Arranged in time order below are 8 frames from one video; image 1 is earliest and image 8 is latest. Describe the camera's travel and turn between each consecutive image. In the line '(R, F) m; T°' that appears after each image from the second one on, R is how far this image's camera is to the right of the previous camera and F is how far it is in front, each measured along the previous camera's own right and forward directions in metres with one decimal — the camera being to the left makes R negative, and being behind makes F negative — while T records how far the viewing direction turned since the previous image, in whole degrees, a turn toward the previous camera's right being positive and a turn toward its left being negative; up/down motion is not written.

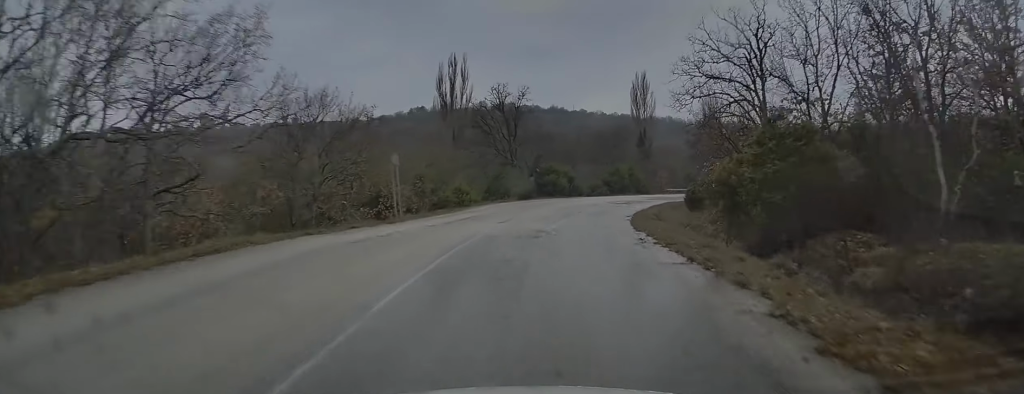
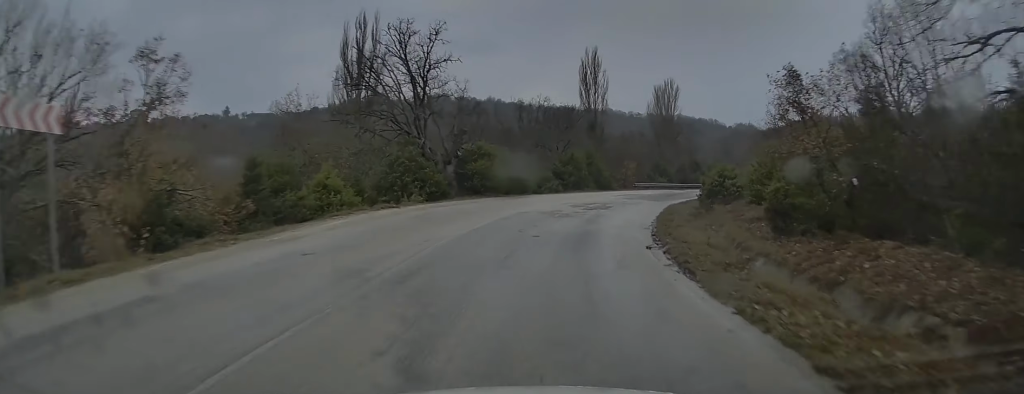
(+0.5, +17.3) m; +4°
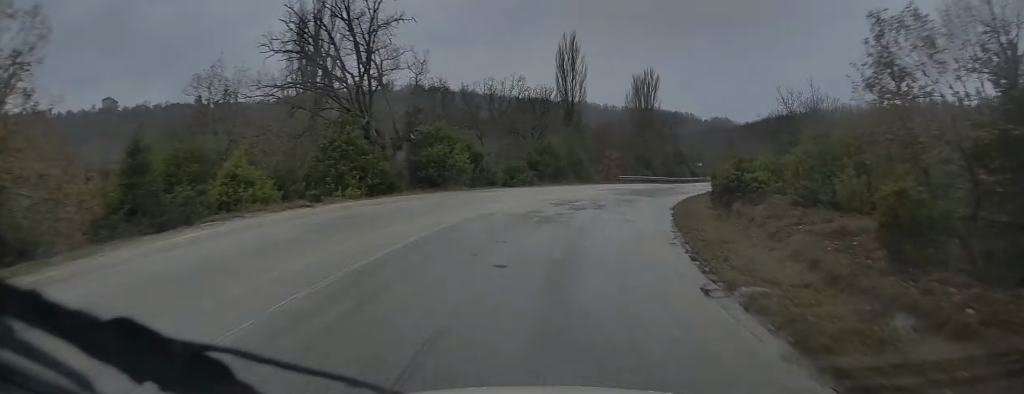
(+0.2, +5.9) m; +2°
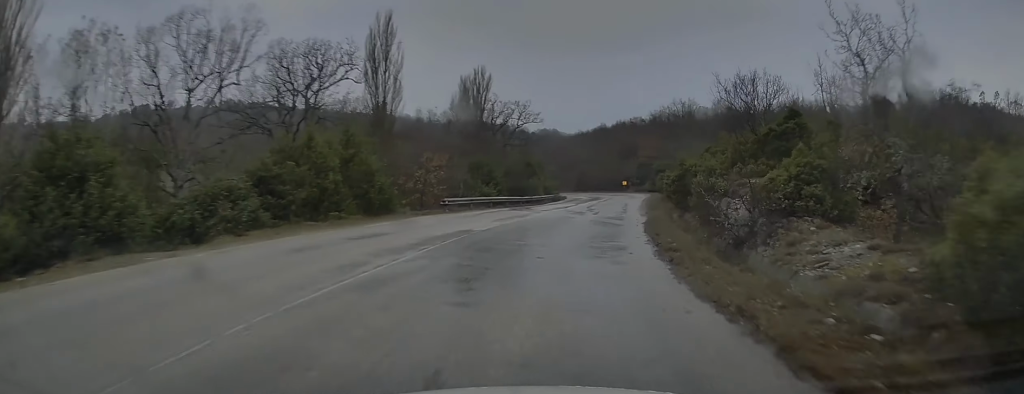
(+1.2, +21.8) m; +12°
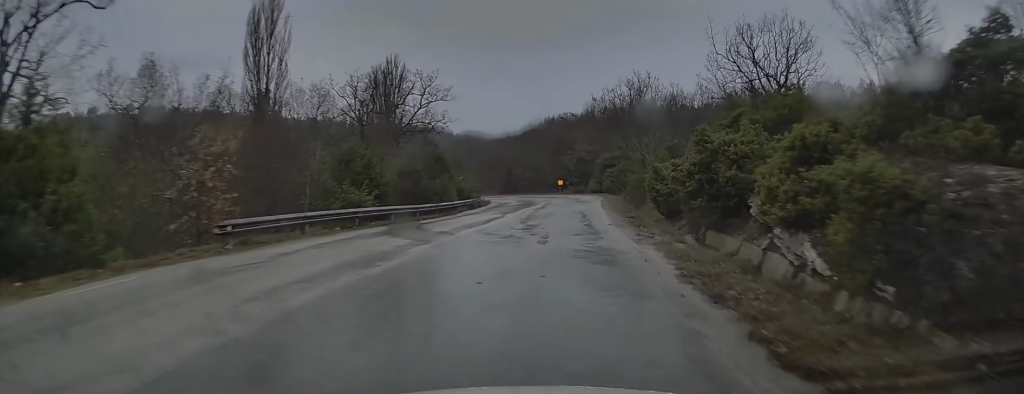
(+1.8, +14.2) m; +10°
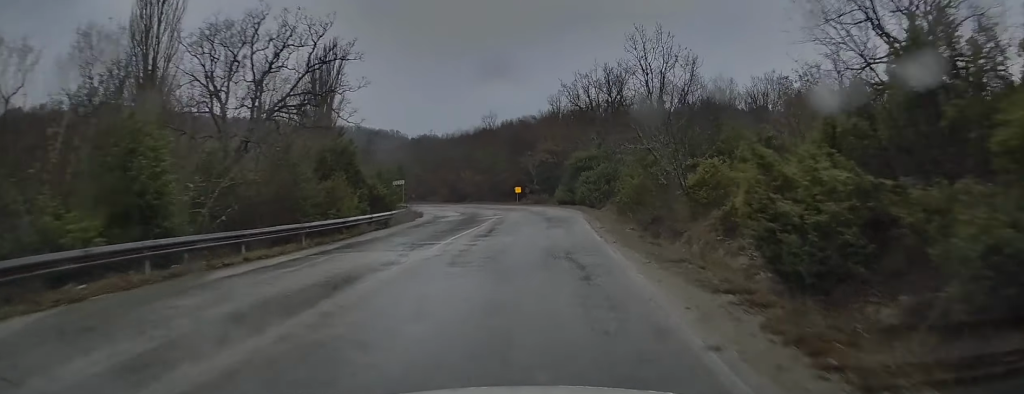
(+0.5, +13.5) m; +4°
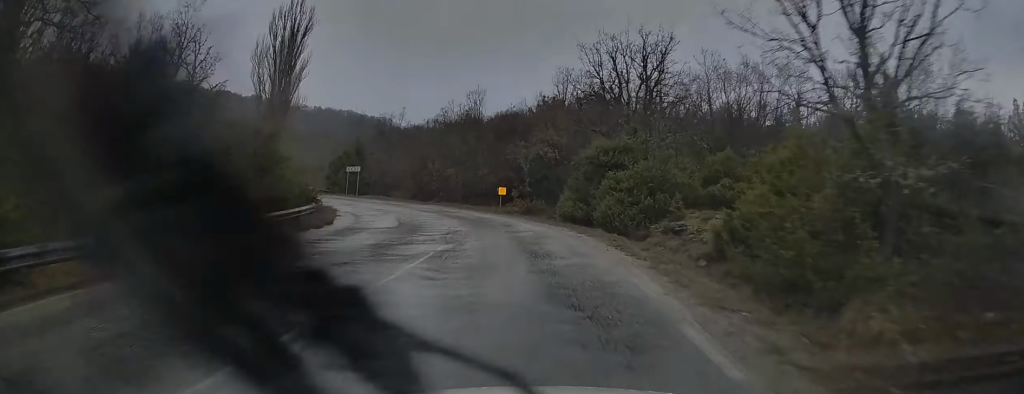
(+0.5, +16.4) m; +2°
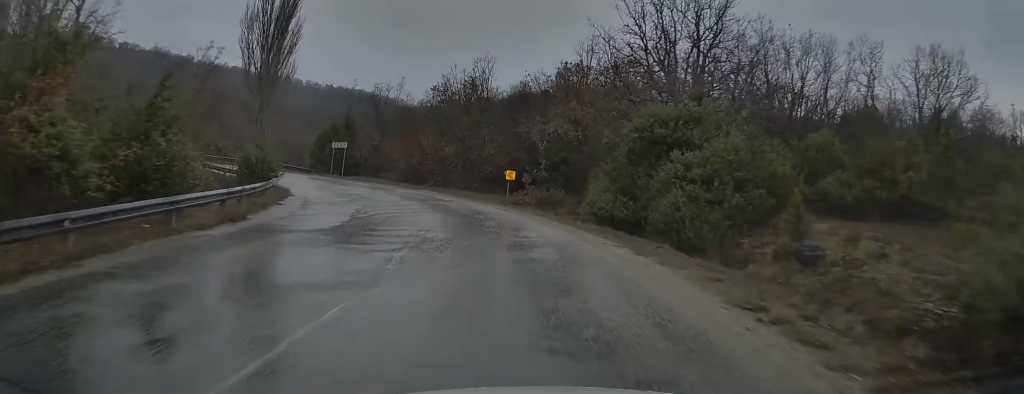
(+0.1, +8.6) m; 0°
